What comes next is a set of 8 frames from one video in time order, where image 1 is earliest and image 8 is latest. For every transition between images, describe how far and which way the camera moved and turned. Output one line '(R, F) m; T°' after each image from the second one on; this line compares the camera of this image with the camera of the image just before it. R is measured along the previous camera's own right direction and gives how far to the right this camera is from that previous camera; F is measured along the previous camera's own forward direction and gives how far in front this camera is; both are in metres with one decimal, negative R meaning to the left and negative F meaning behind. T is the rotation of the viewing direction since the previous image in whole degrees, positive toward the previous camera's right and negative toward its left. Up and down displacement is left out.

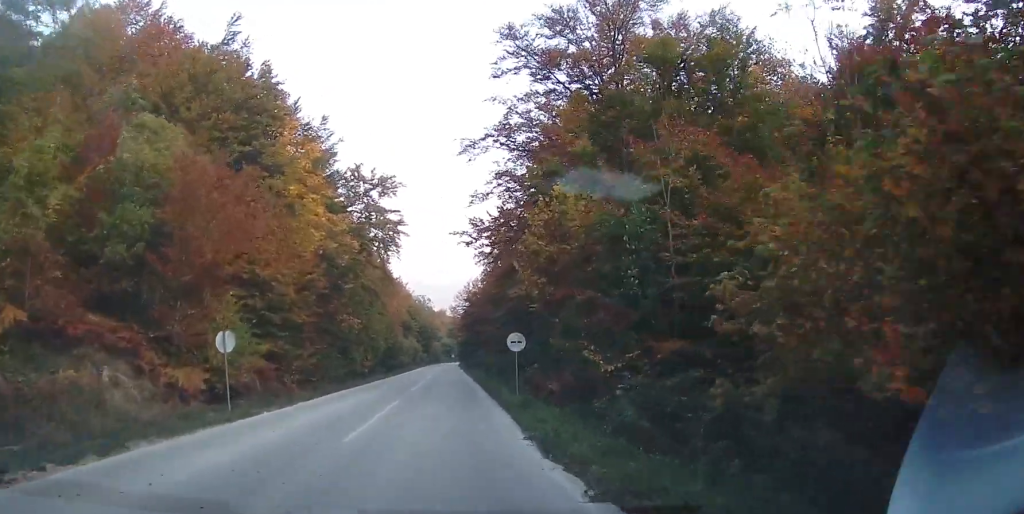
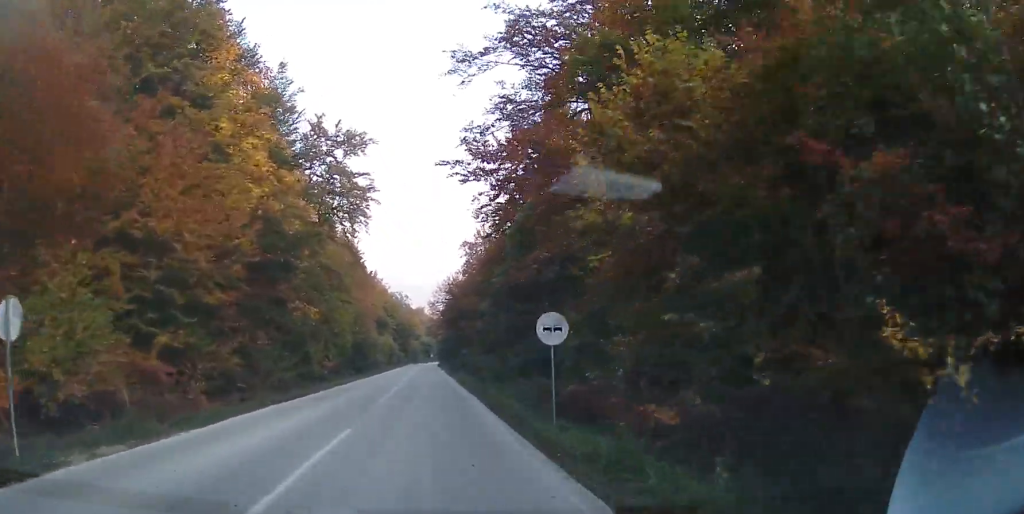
(0.0, +8.5) m; +1°
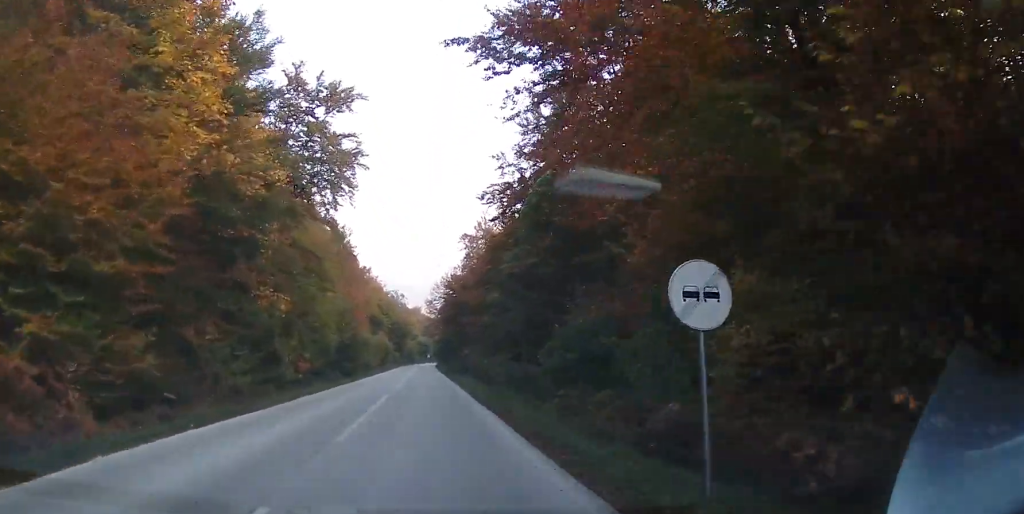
(0.0, +6.2) m; 0°
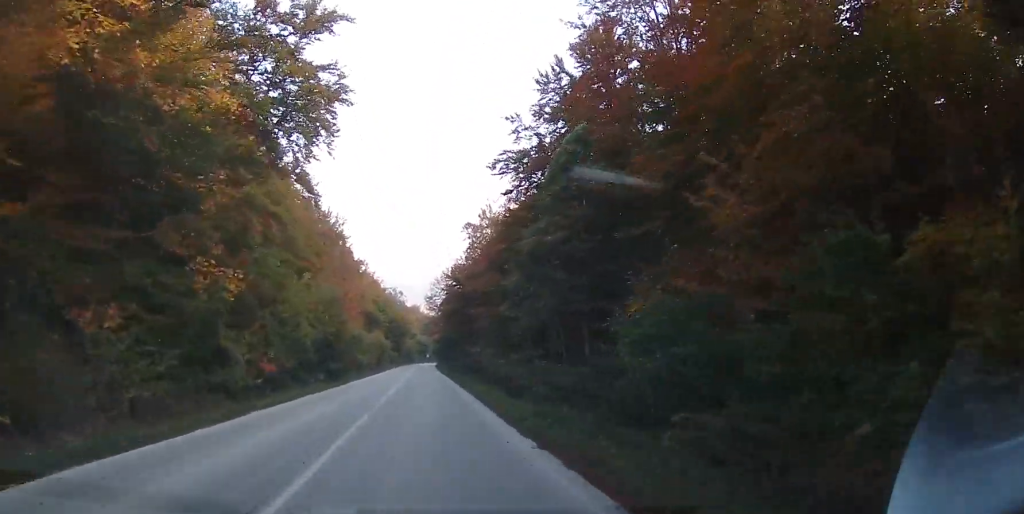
(+0.1, +7.2) m; -1°
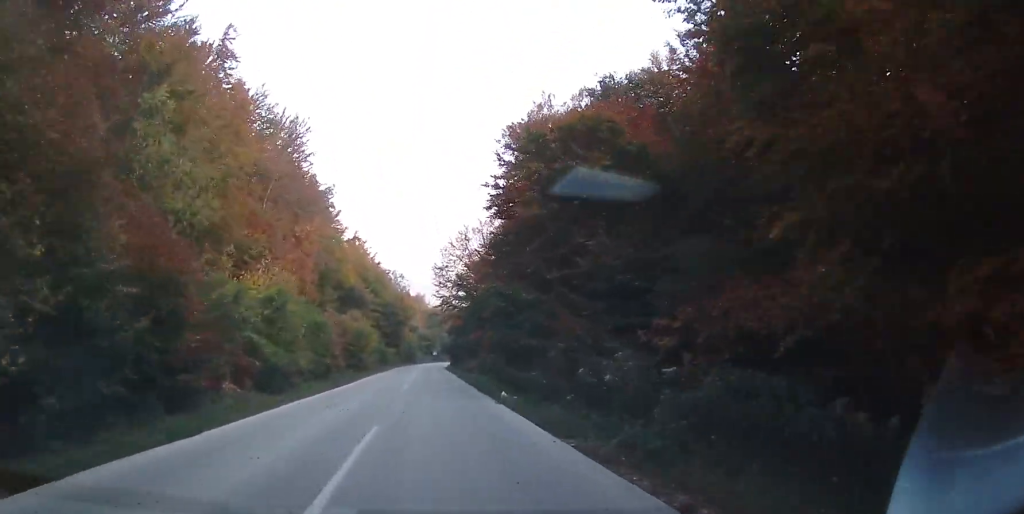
(-0.2, +34.7) m; +1°
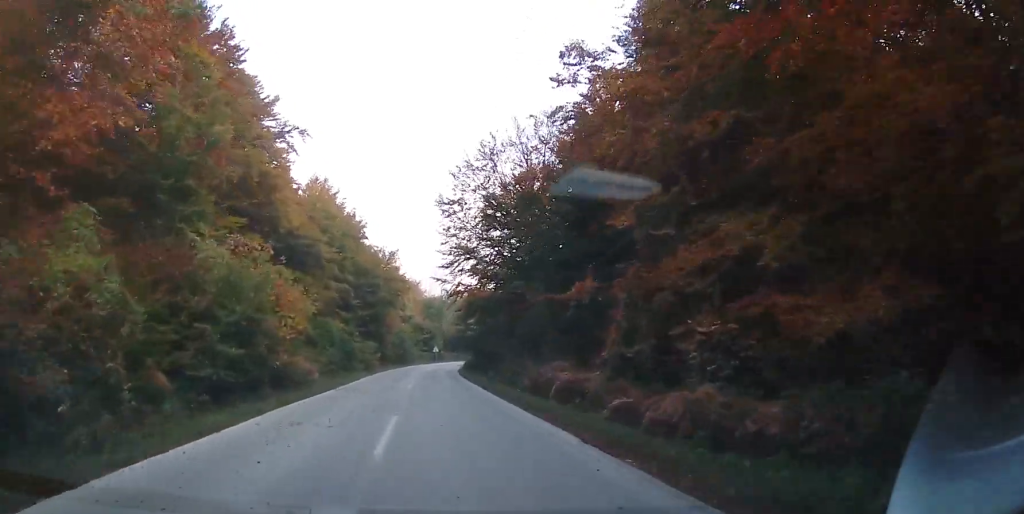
(-0.6, +31.2) m; -2°
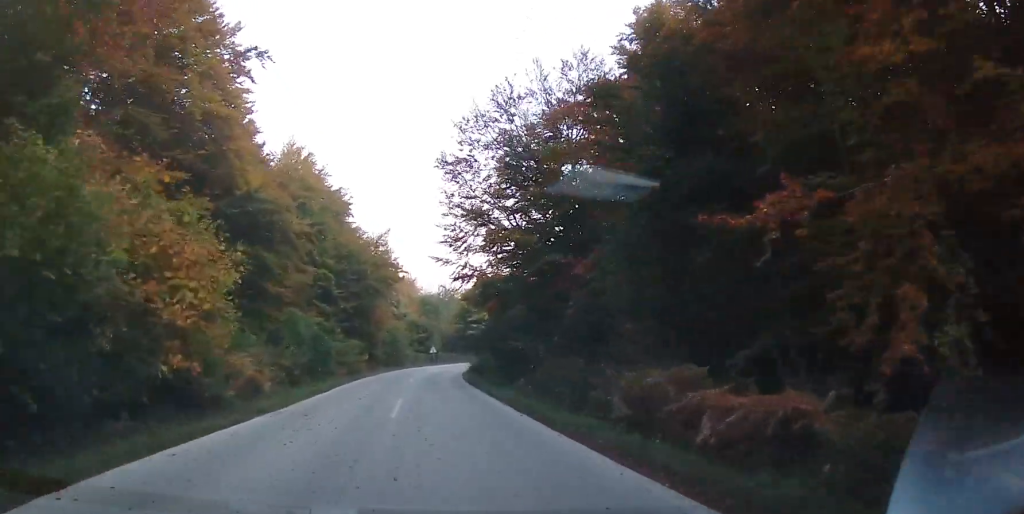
(-0.2, +9.3) m; 0°
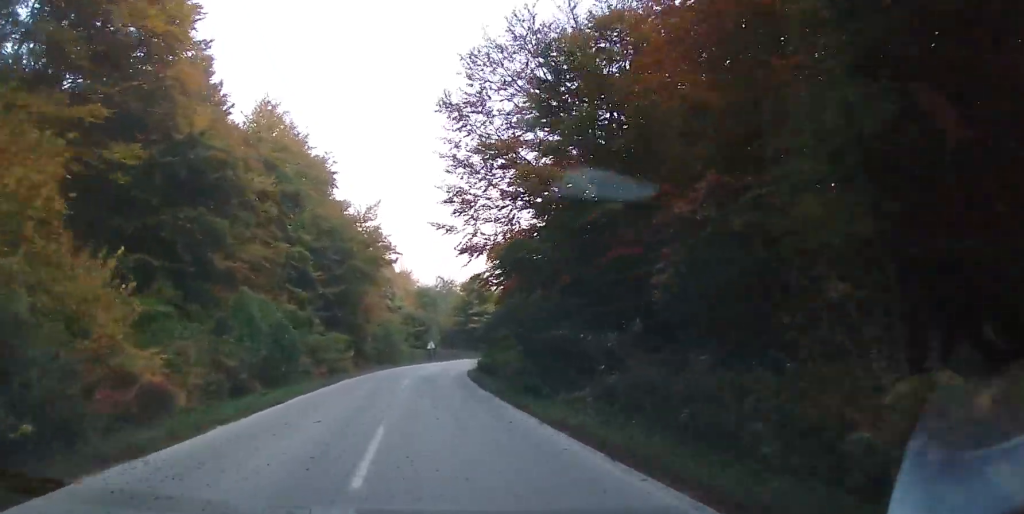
(+0.2, +7.6) m; +1°
